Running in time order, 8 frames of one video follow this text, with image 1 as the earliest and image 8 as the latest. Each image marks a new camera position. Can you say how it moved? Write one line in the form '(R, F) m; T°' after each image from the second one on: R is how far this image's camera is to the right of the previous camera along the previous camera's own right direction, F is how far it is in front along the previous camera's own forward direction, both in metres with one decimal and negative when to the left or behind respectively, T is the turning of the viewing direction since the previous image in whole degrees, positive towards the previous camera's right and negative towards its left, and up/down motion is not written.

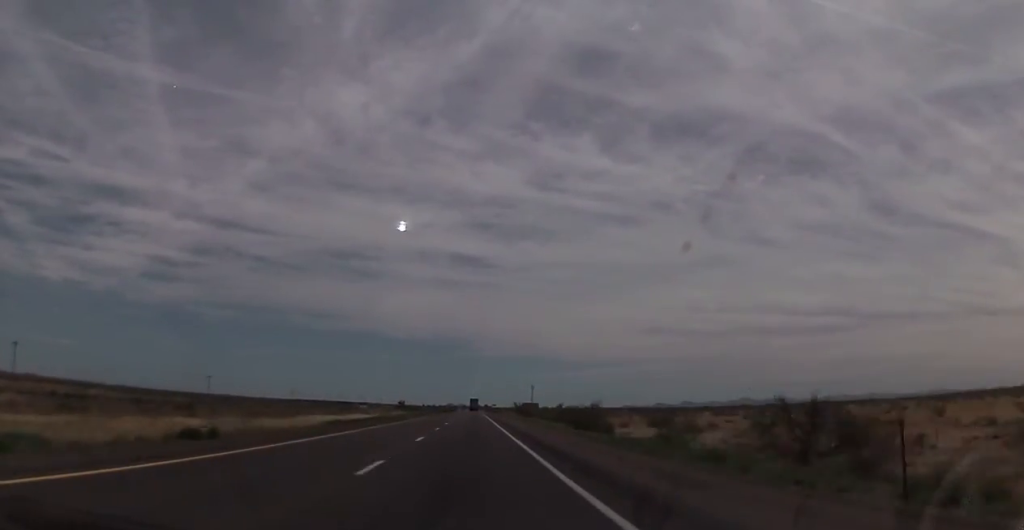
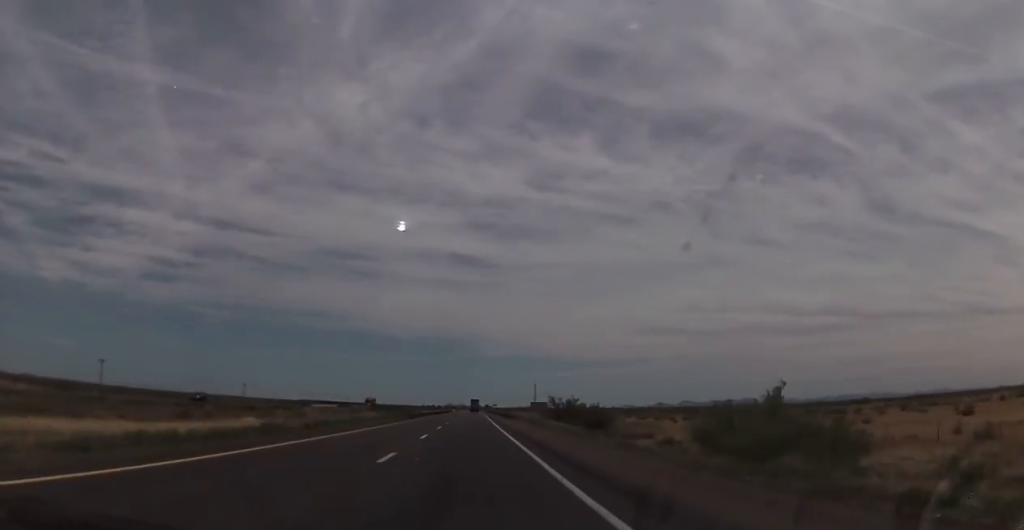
(+0.1, +66.1) m; 0°
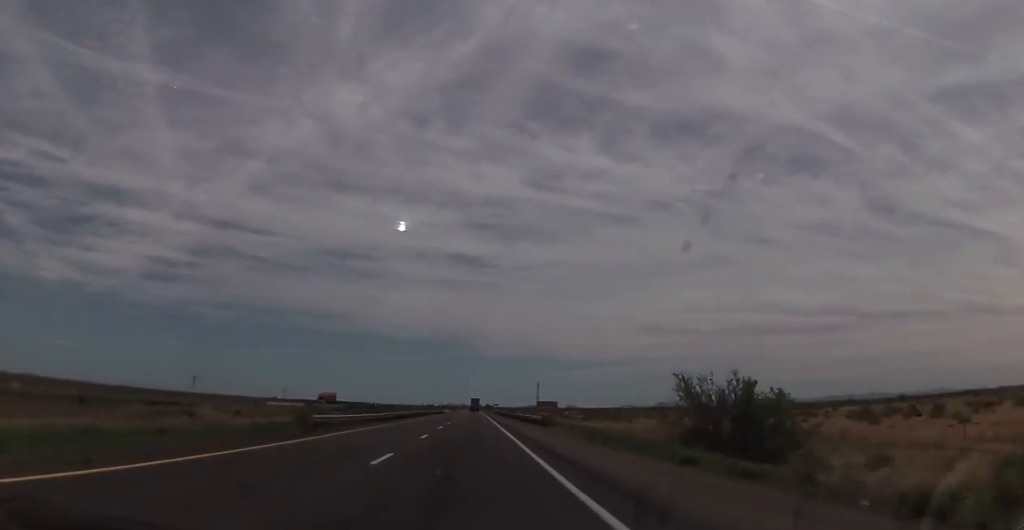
(+0.2, +49.4) m; +1°
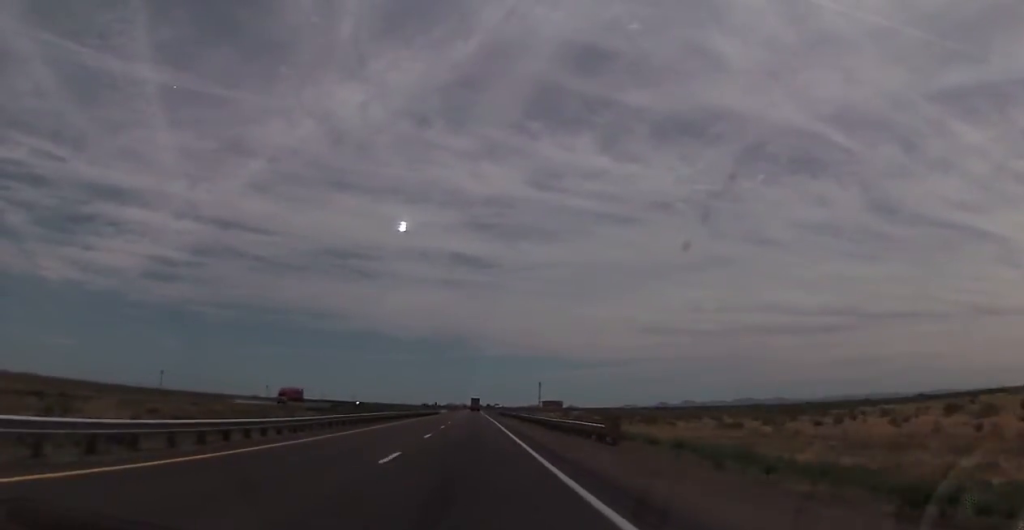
(+0.3, +24.8) m; 0°
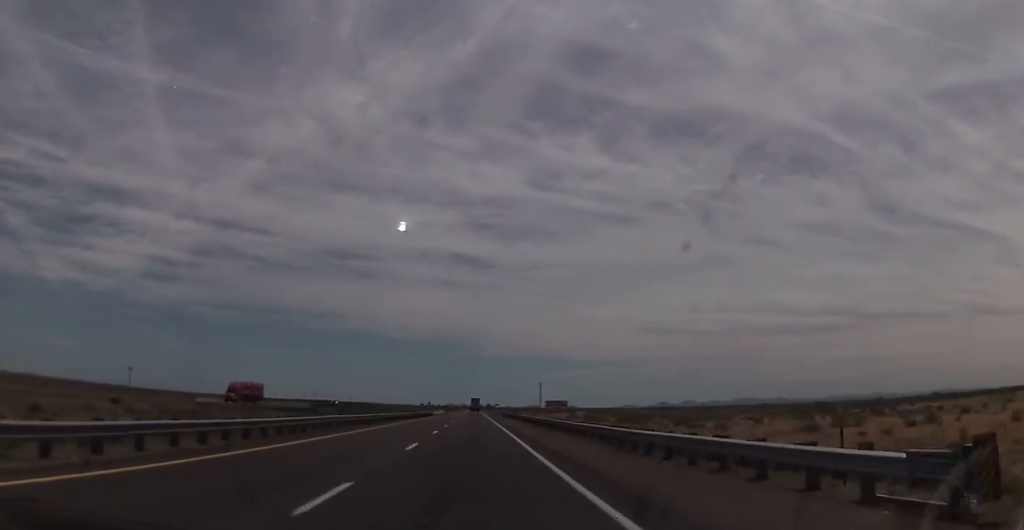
(-0.2, +20.4) m; 0°
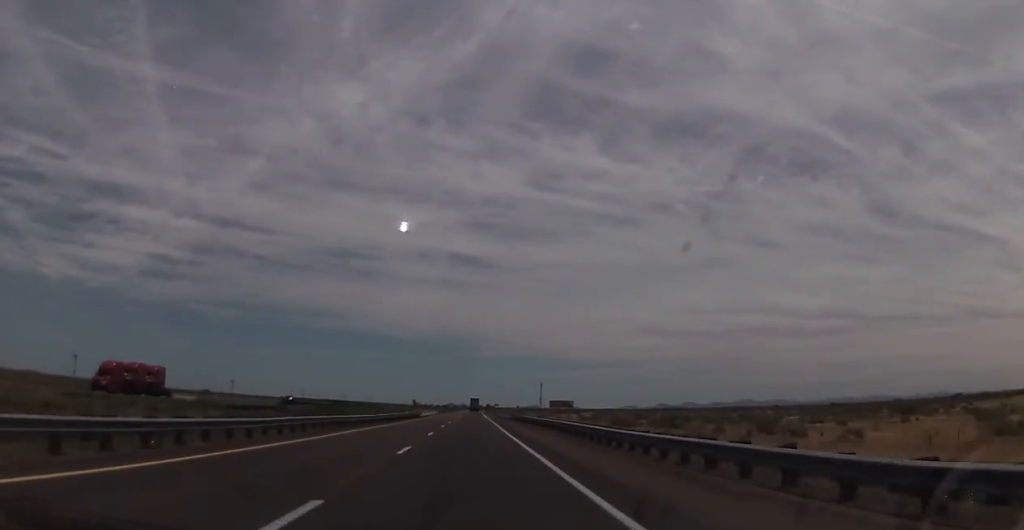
(-0.3, +28.6) m; -1°
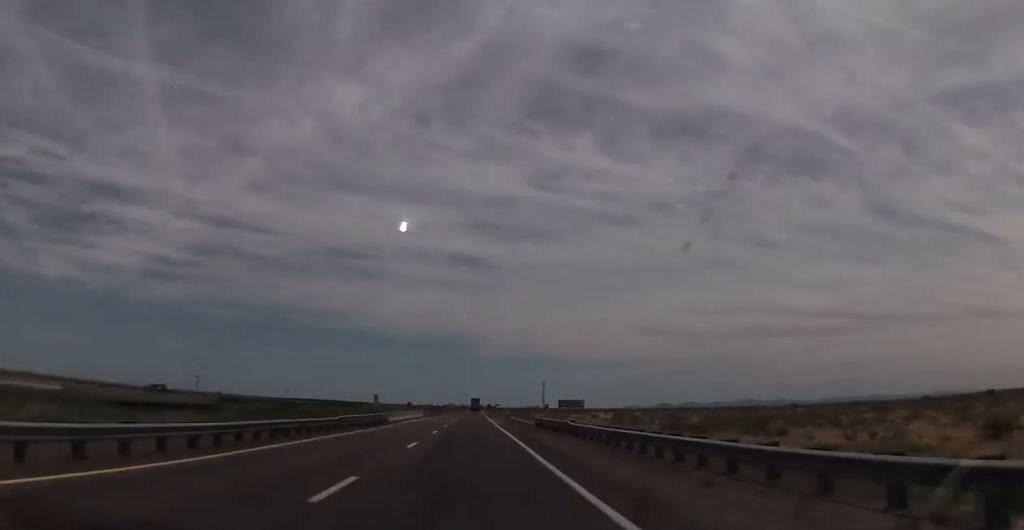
(0.0, +37.0) m; 0°
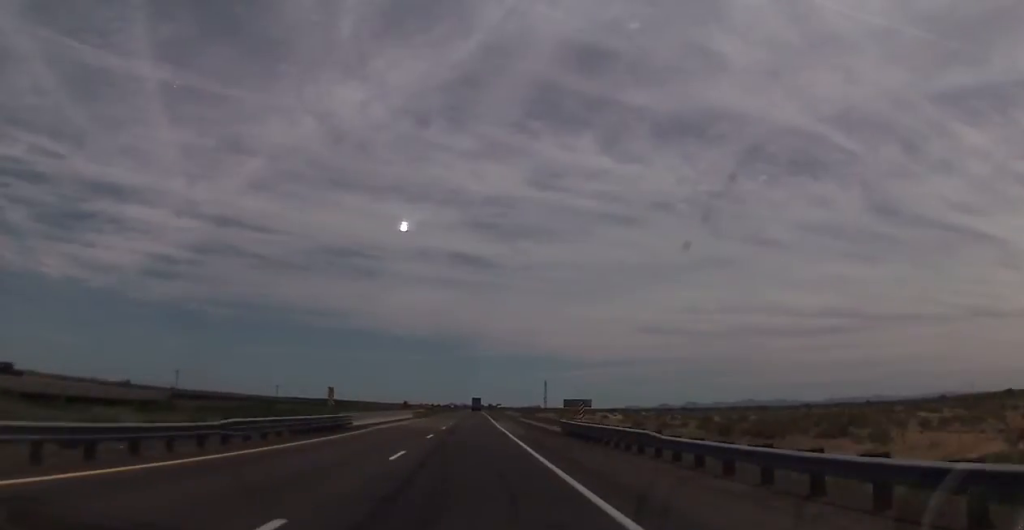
(0.0, +15.9) m; 0°
